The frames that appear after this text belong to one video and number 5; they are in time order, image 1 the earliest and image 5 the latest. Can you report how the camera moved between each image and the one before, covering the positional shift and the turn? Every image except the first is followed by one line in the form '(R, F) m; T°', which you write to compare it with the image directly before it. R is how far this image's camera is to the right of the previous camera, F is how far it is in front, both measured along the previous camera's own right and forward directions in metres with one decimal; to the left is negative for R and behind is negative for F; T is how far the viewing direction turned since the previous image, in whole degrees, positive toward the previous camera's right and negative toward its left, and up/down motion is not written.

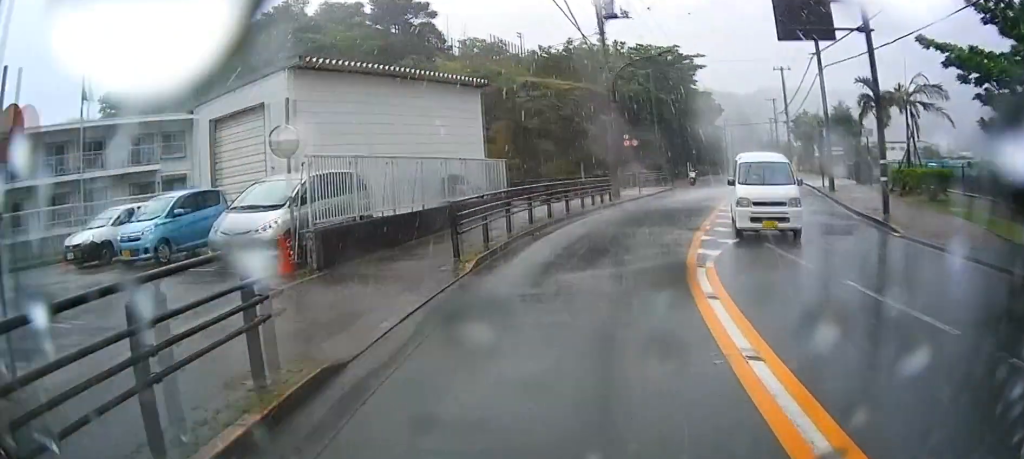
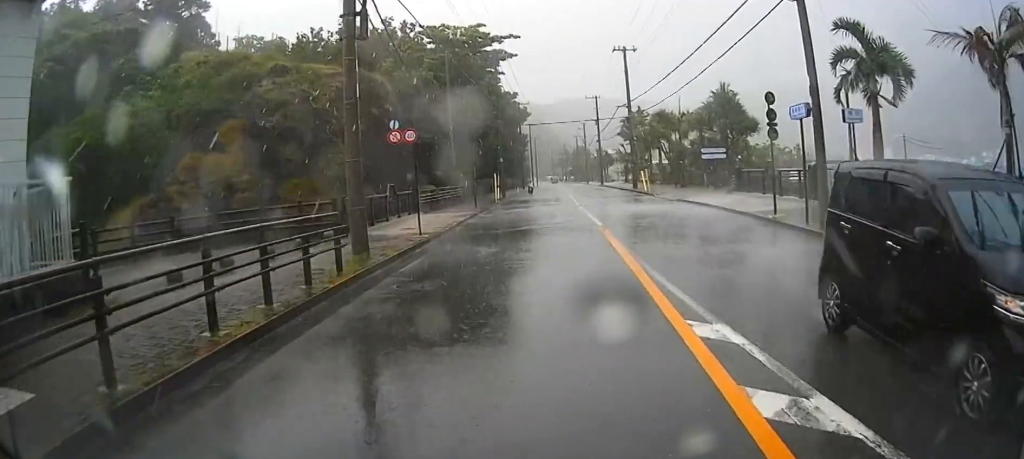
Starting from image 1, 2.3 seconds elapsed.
(+4.4, +15.6) m; +32°
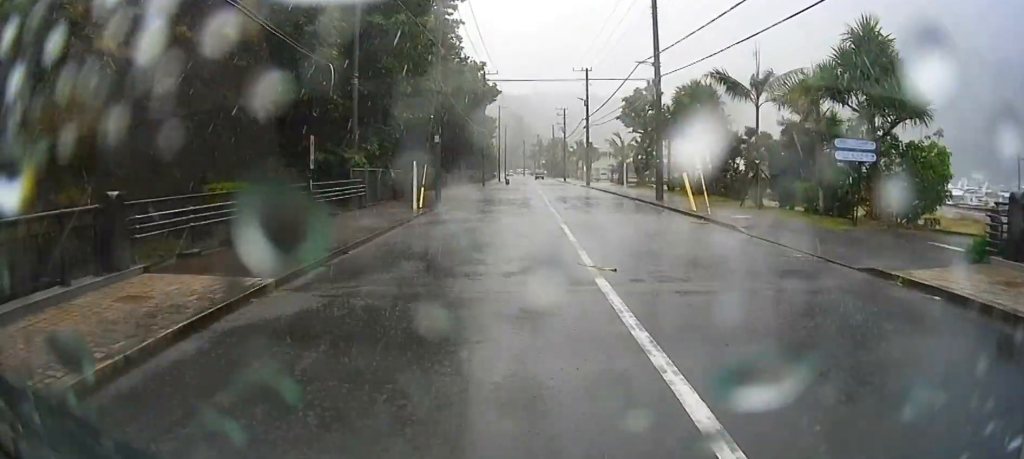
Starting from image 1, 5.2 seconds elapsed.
(-1.1, +18.8) m; -8°
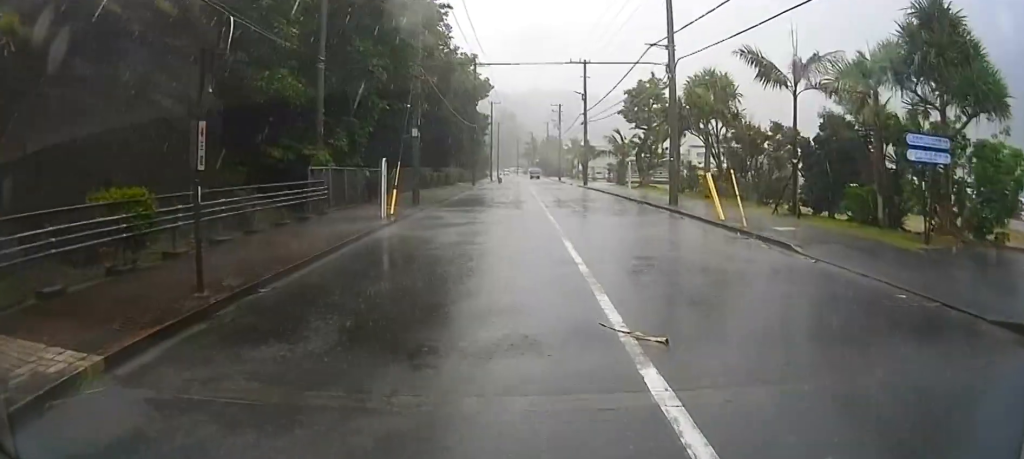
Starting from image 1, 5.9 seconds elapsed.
(-0.2, +3.5) m; +3°
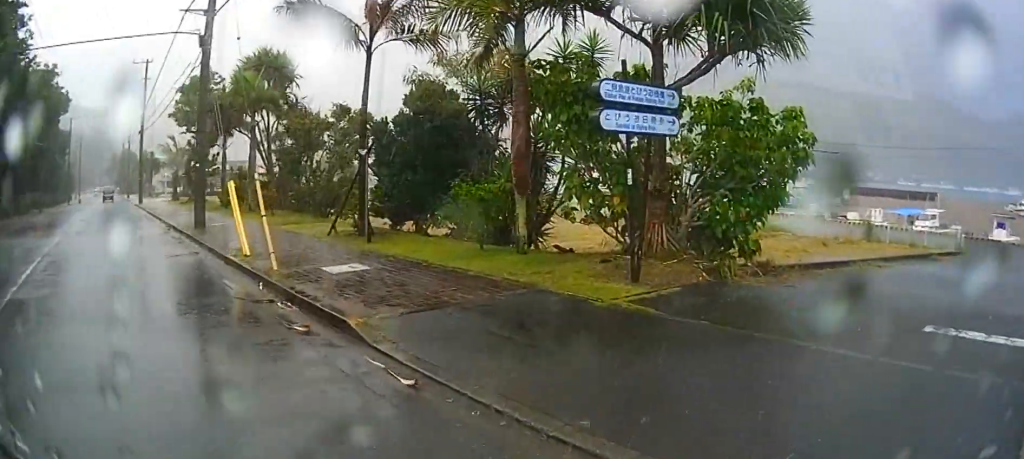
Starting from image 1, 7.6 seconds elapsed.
(+1.6, +6.3) m; +44°
